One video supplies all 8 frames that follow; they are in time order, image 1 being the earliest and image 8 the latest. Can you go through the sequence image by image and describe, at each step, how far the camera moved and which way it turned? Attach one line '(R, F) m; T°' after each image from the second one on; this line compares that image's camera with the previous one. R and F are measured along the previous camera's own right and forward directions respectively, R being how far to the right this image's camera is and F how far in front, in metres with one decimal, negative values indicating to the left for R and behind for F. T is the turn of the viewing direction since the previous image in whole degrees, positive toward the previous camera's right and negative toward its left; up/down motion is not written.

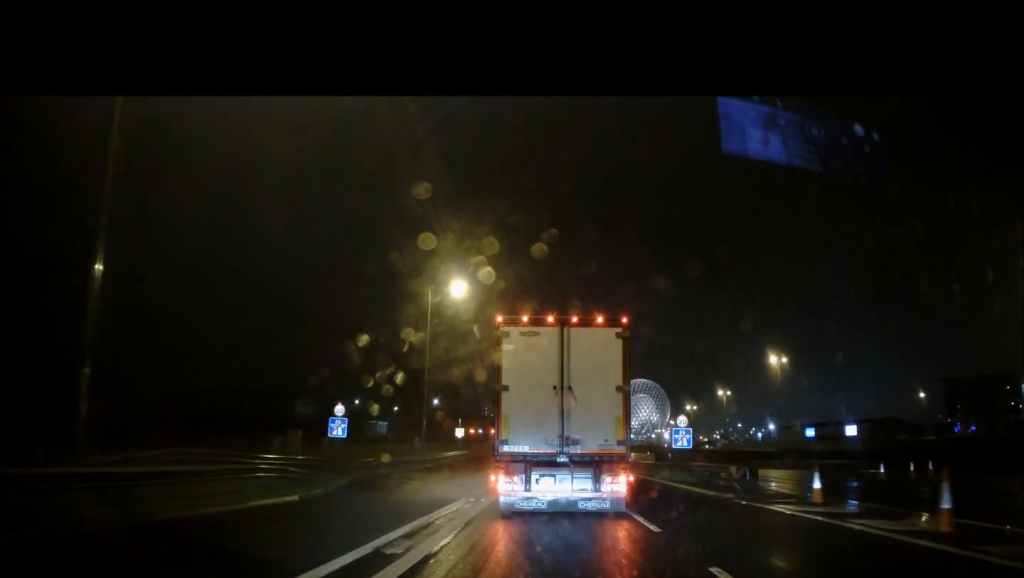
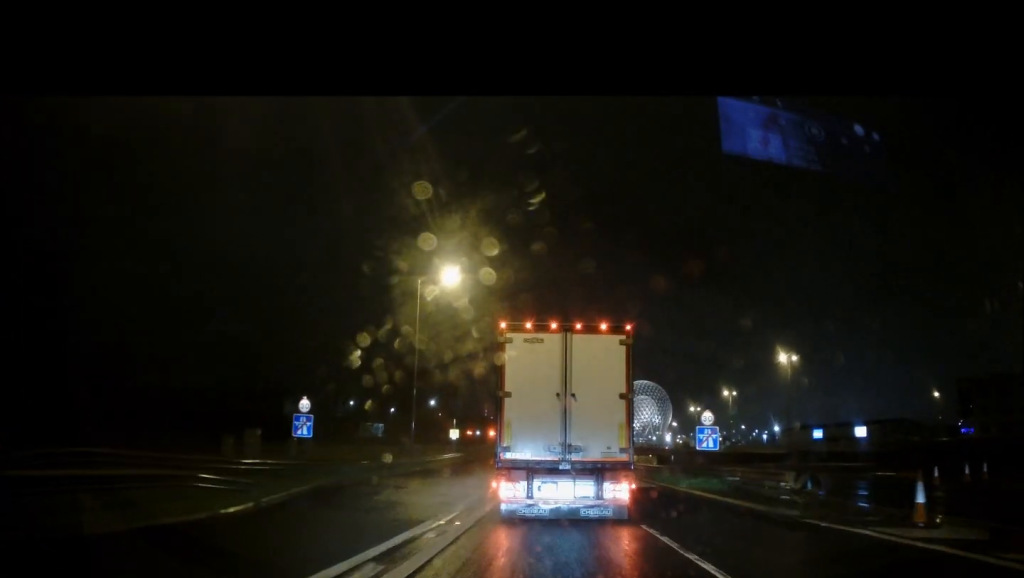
(0.0, +4.3) m; +1°
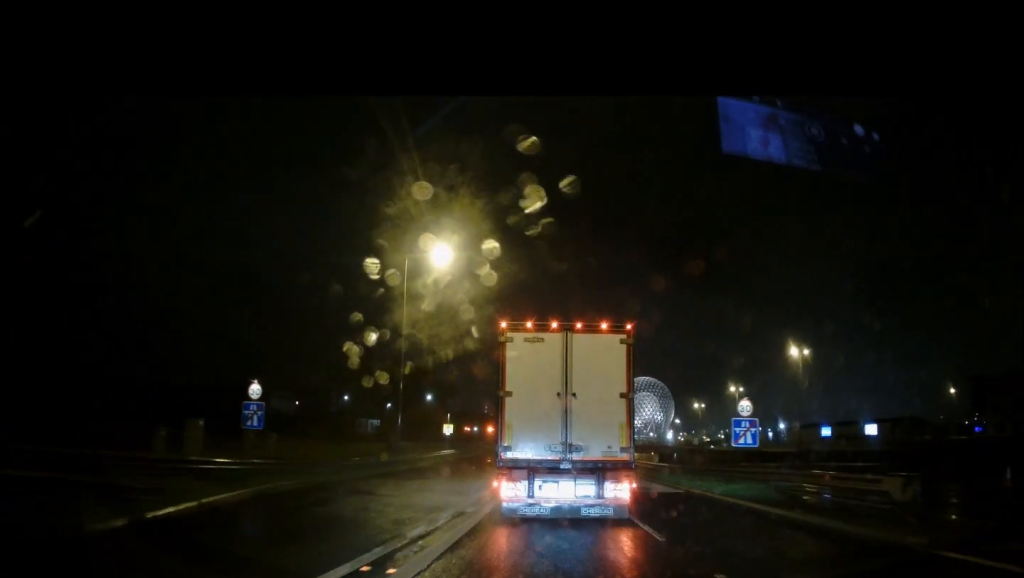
(-0.1, +4.6) m; +1°
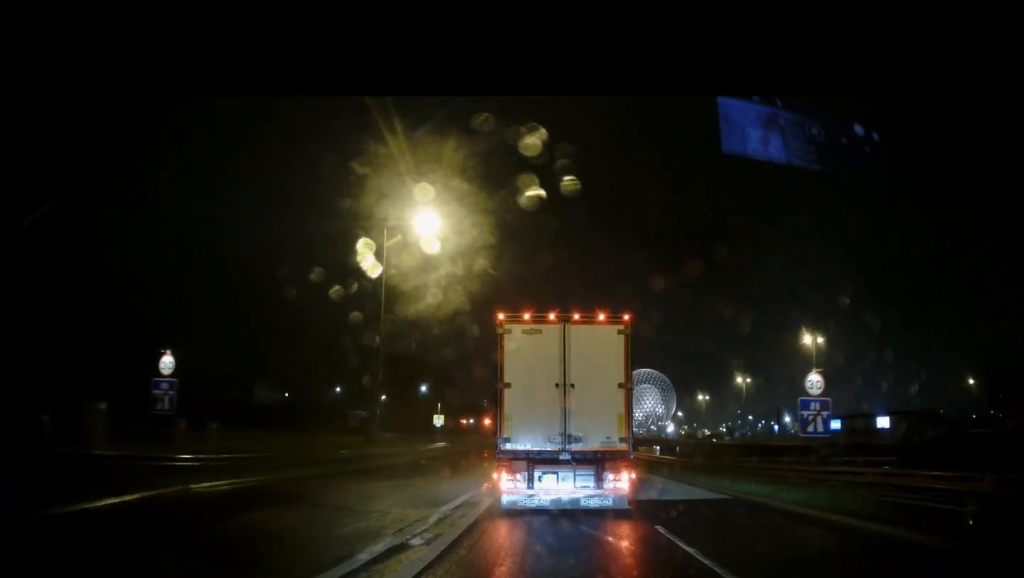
(+0.2, +5.3) m; 0°
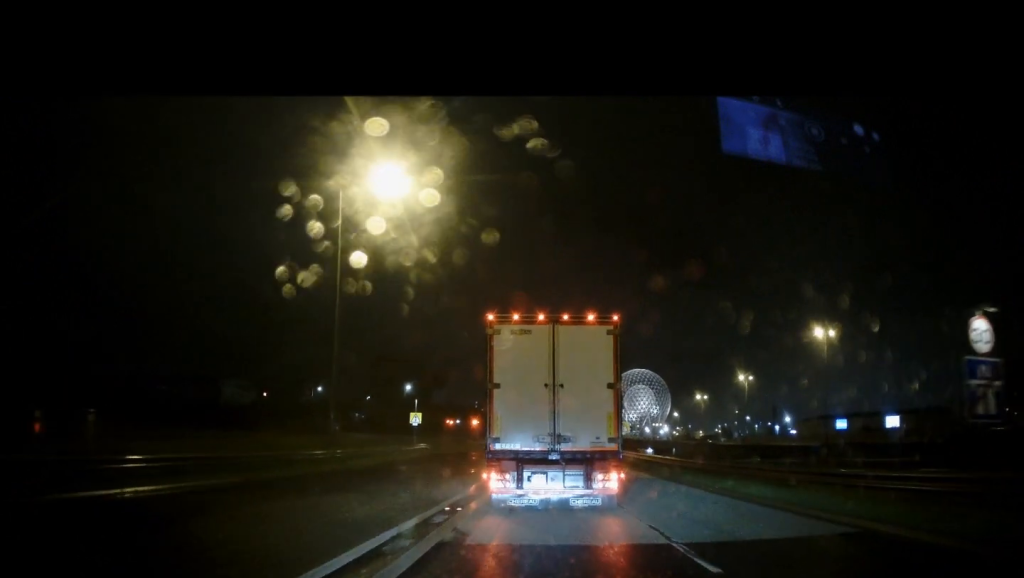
(0.0, +6.6) m; 0°
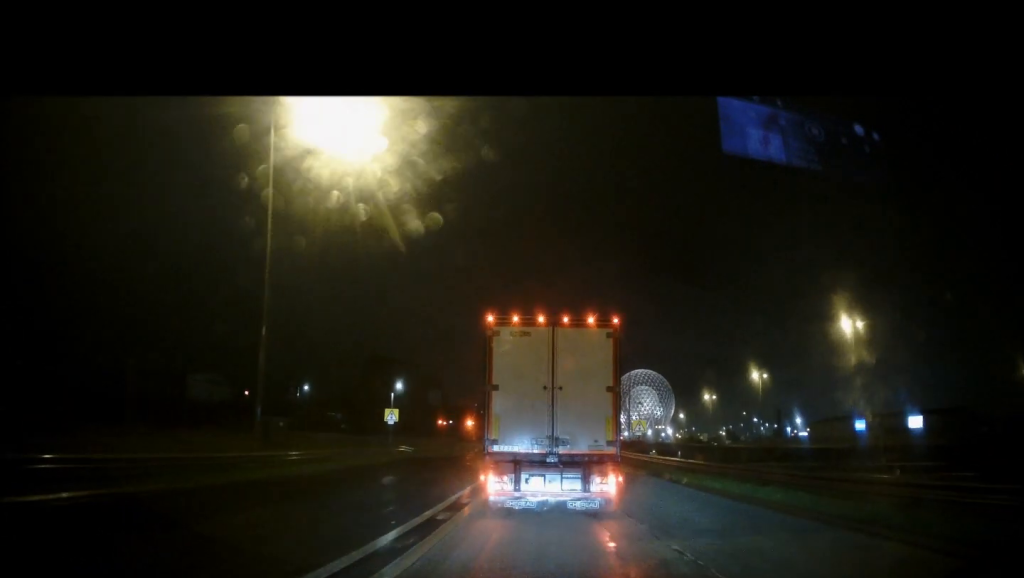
(-0.1, +8.1) m; 0°
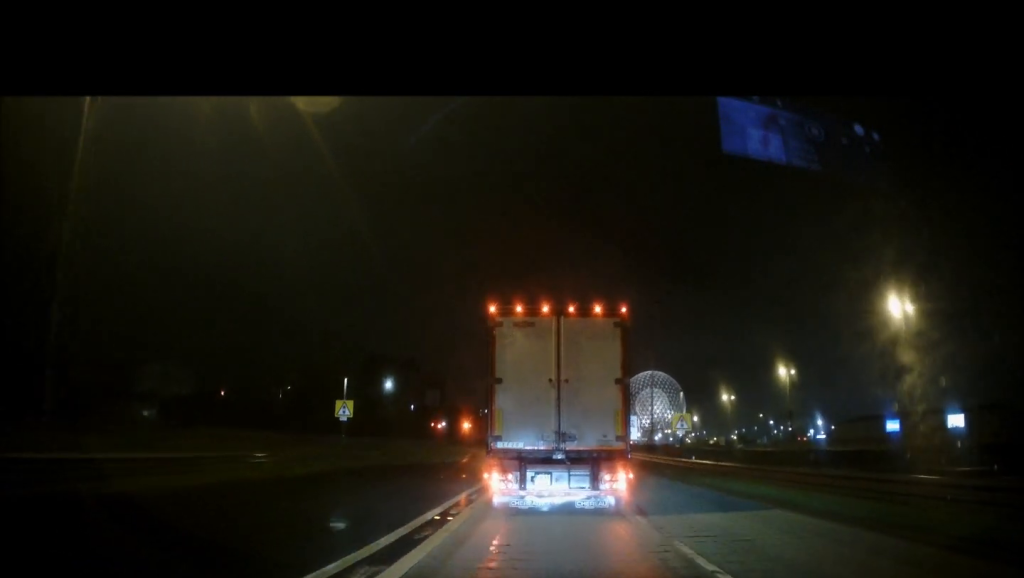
(0.0, +11.3) m; 0°
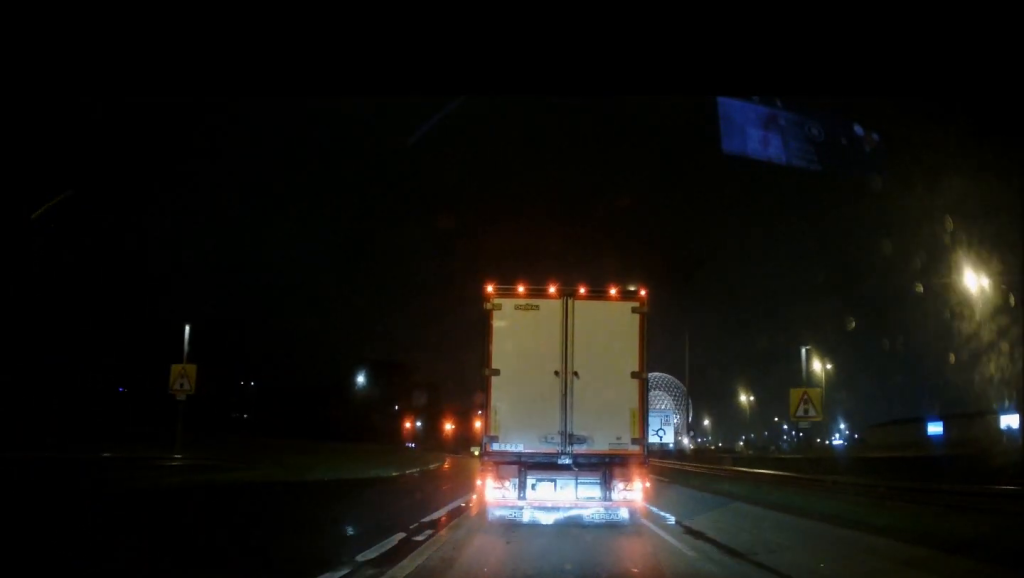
(0.0, +15.1) m; 0°
